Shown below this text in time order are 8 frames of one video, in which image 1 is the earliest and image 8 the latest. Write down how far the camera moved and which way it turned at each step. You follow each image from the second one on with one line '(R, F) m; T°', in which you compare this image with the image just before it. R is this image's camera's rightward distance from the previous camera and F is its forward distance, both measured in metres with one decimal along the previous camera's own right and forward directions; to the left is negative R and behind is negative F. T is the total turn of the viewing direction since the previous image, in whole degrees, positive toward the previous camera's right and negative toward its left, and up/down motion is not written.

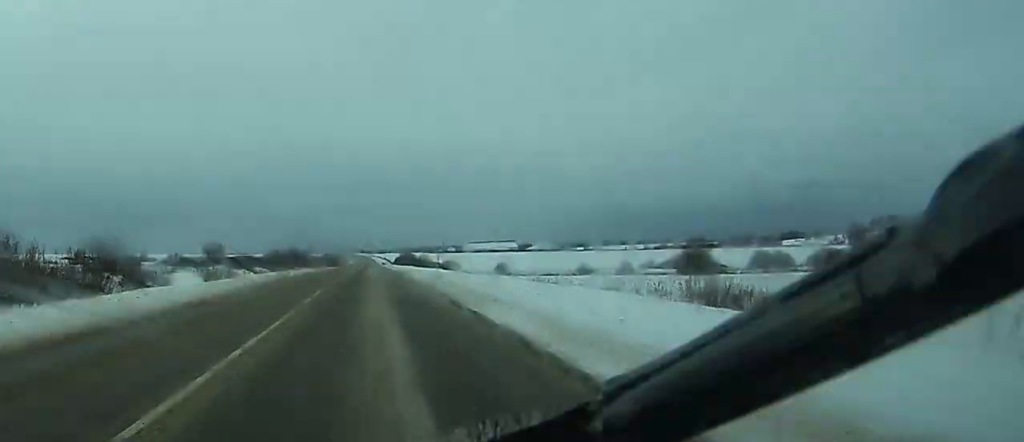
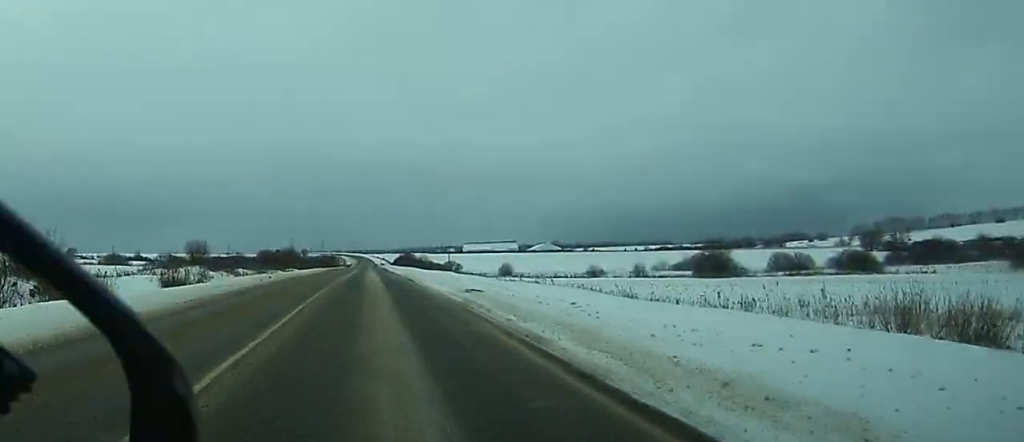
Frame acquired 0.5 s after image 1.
(0.0, +13.3) m; 0°
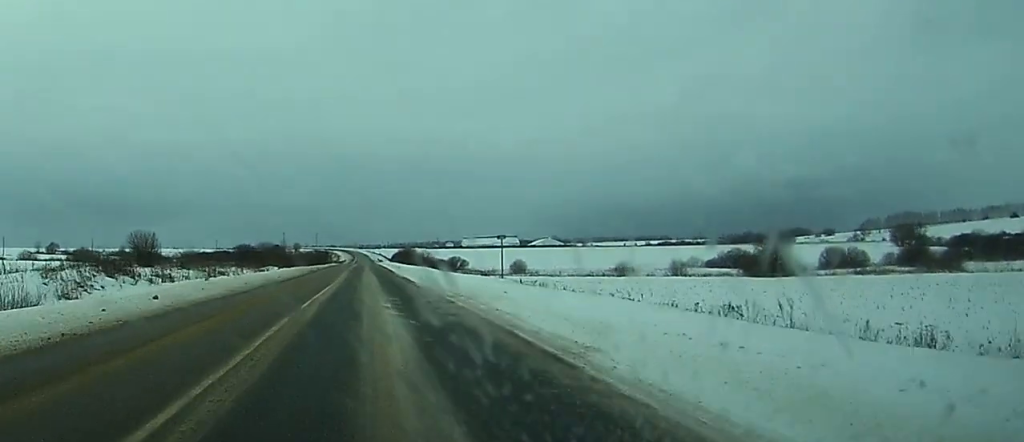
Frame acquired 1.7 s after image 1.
(0.0, +31.1) m; 0°
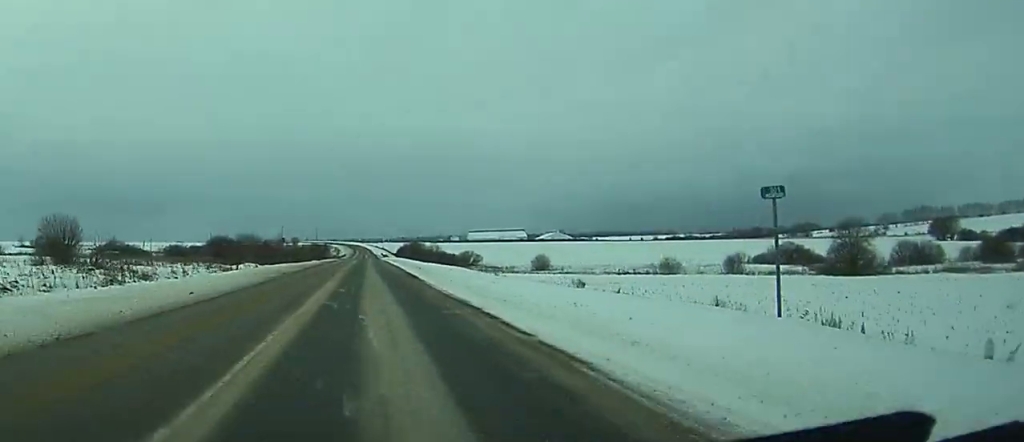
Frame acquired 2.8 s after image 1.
(+0.2, +30.2) m; +1°
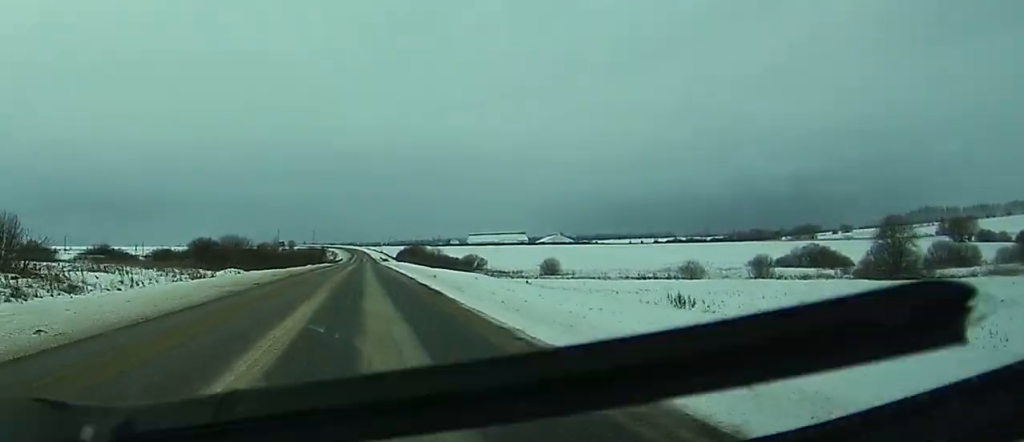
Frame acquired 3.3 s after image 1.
(0.0, +13.4) m; 0°
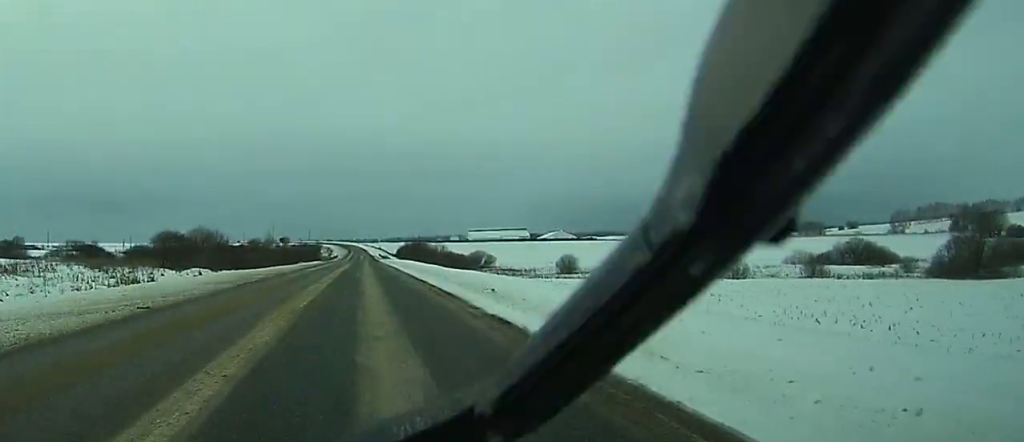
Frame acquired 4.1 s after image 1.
(0.0, +20.5) m; 0°
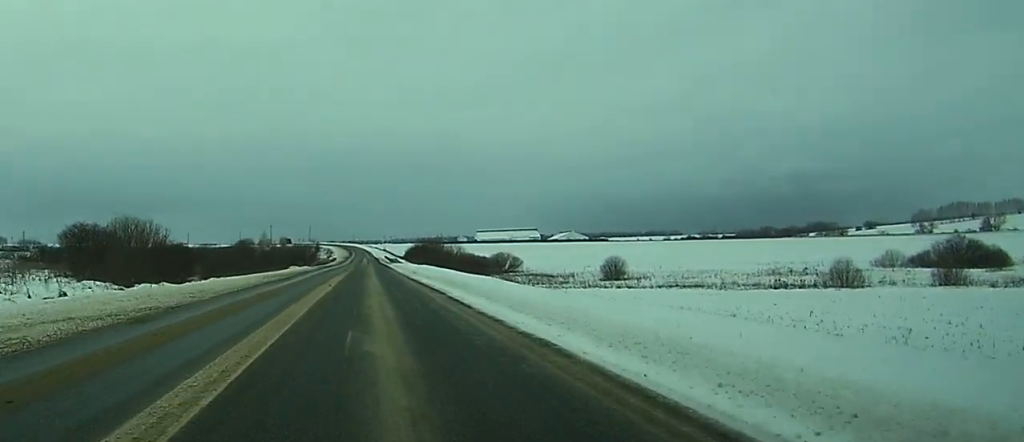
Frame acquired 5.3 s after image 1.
(0.0, +33.9) m; 0°
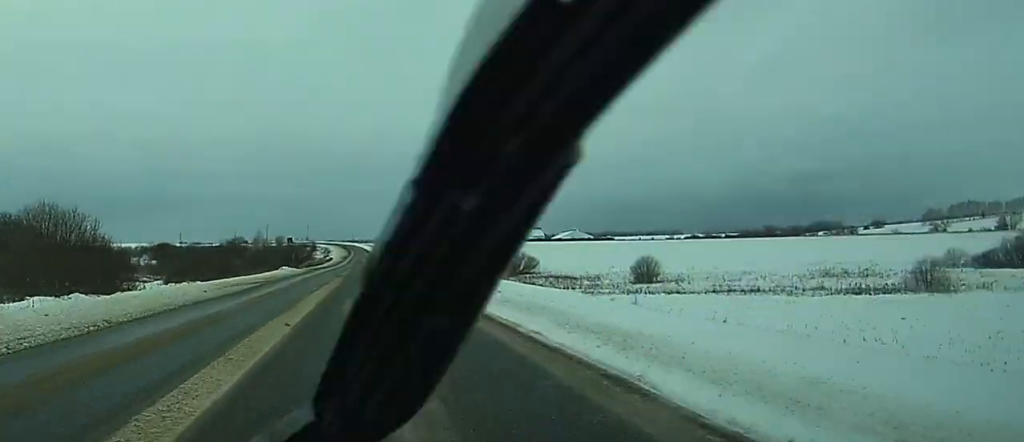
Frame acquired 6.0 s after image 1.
(0.0, +18.8) m; 0°
